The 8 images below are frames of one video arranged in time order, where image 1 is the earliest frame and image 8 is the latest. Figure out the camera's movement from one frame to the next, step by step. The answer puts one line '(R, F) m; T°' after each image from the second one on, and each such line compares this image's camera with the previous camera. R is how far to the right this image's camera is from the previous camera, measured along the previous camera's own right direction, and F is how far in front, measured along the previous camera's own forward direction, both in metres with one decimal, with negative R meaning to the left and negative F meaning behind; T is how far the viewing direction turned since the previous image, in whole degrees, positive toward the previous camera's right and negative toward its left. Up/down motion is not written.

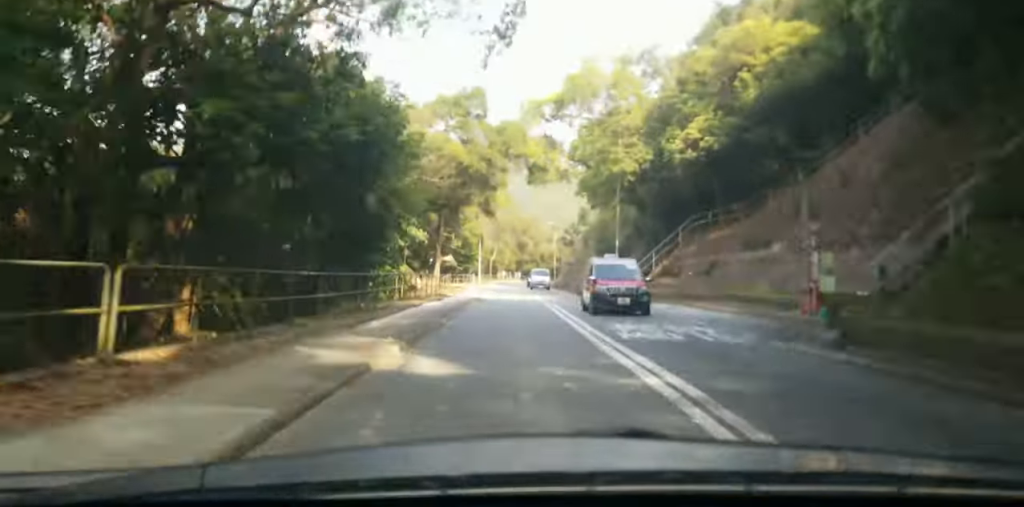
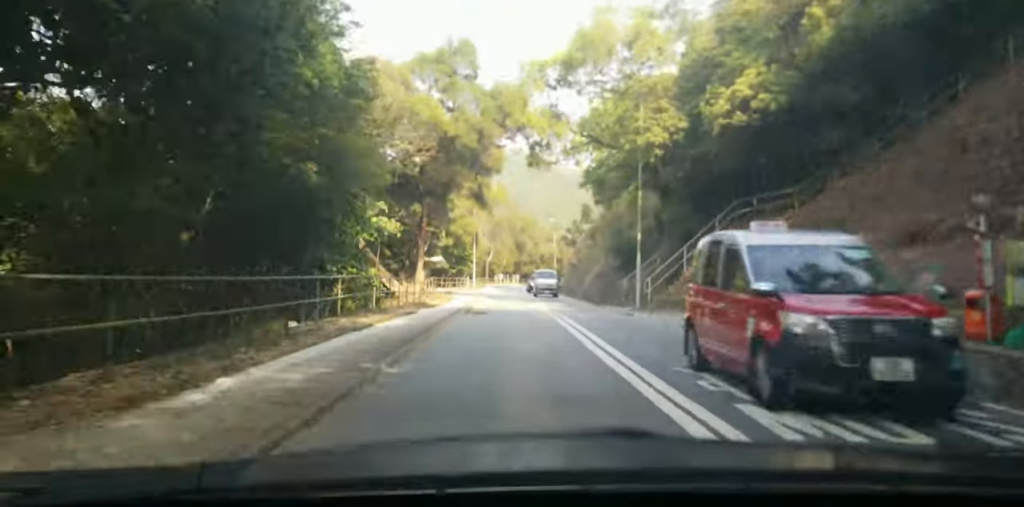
(+0.5, +8.5) m; +2°
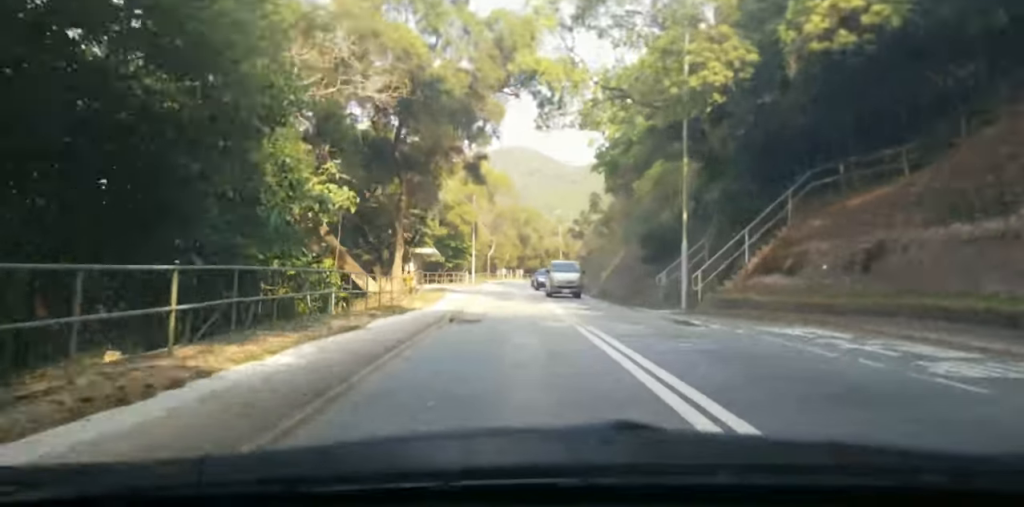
(+0.2, +9.1) m; +1°
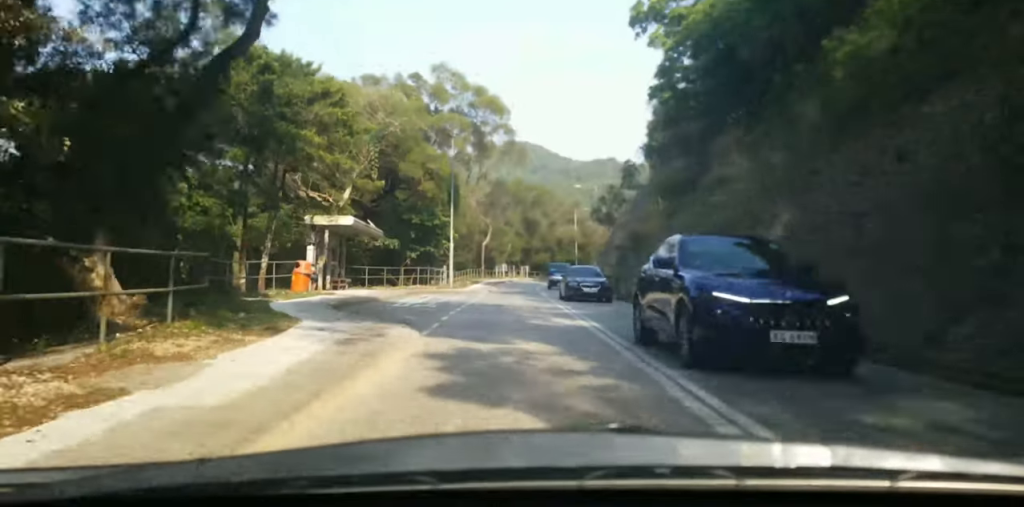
(+0.1, +29.2) m; 0°
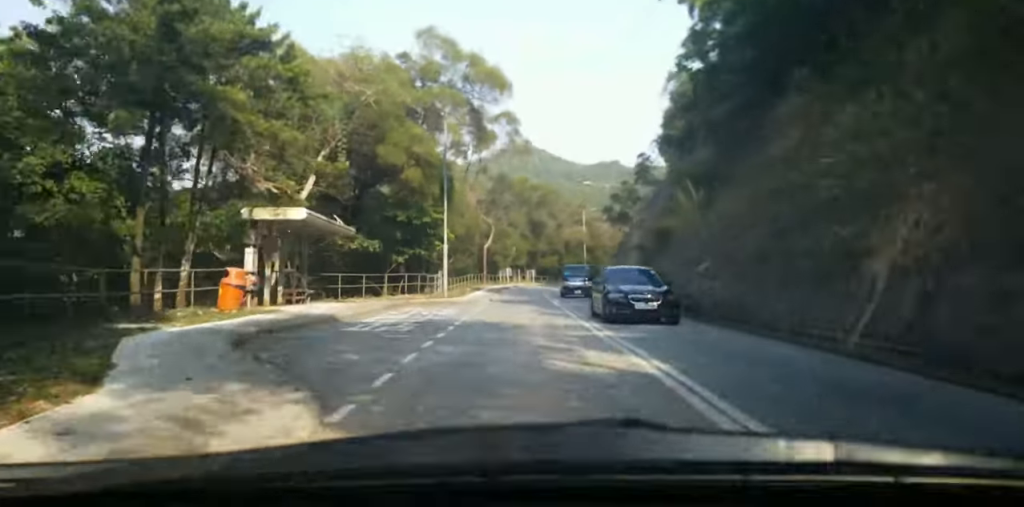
(0.0, +7.1) m; -1°
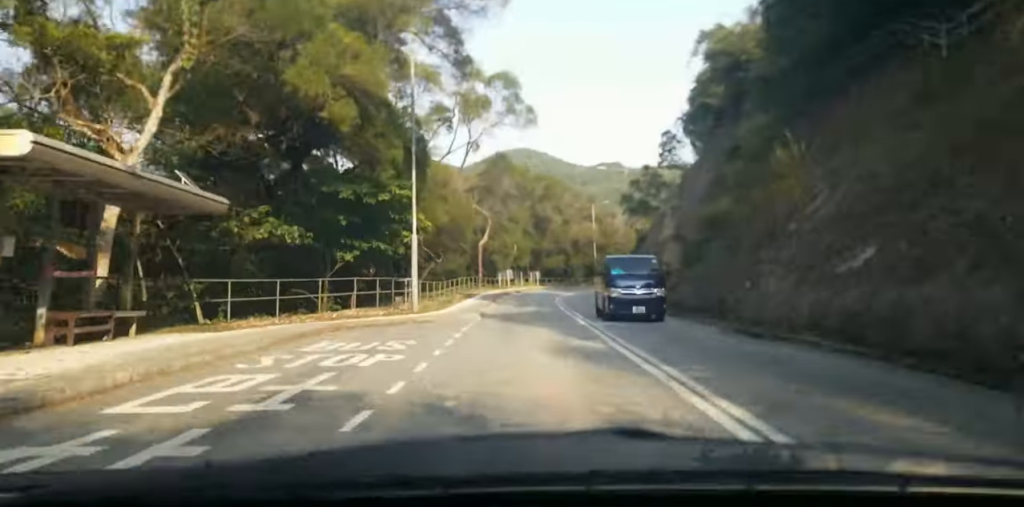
(0.0, +11.5) m; -1°
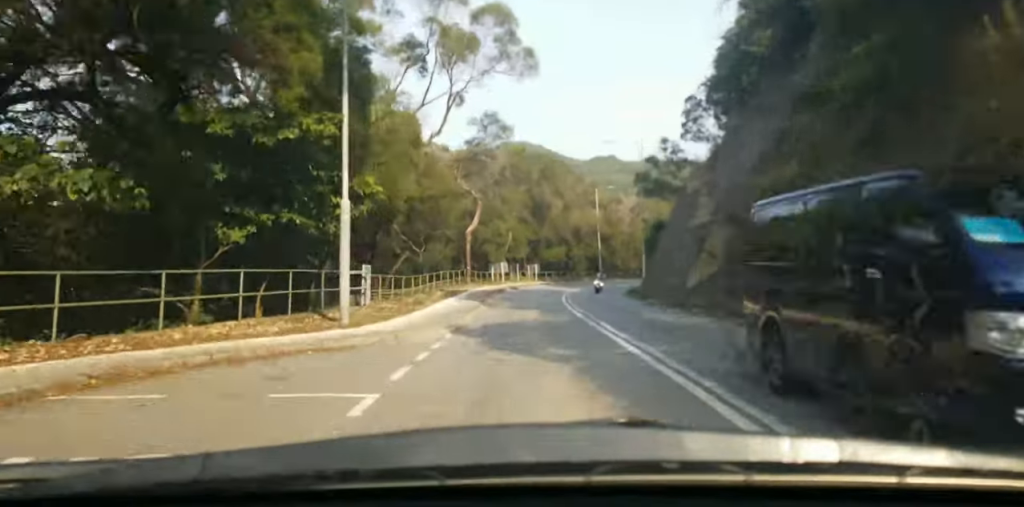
(-0.2, +10.1) m; -1°
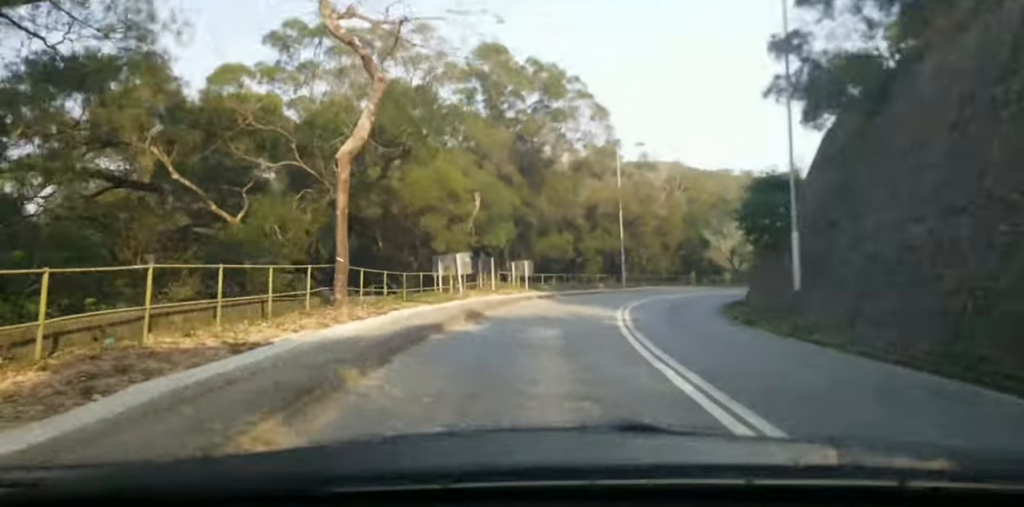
(-0.2, +31.2) m; 0°
